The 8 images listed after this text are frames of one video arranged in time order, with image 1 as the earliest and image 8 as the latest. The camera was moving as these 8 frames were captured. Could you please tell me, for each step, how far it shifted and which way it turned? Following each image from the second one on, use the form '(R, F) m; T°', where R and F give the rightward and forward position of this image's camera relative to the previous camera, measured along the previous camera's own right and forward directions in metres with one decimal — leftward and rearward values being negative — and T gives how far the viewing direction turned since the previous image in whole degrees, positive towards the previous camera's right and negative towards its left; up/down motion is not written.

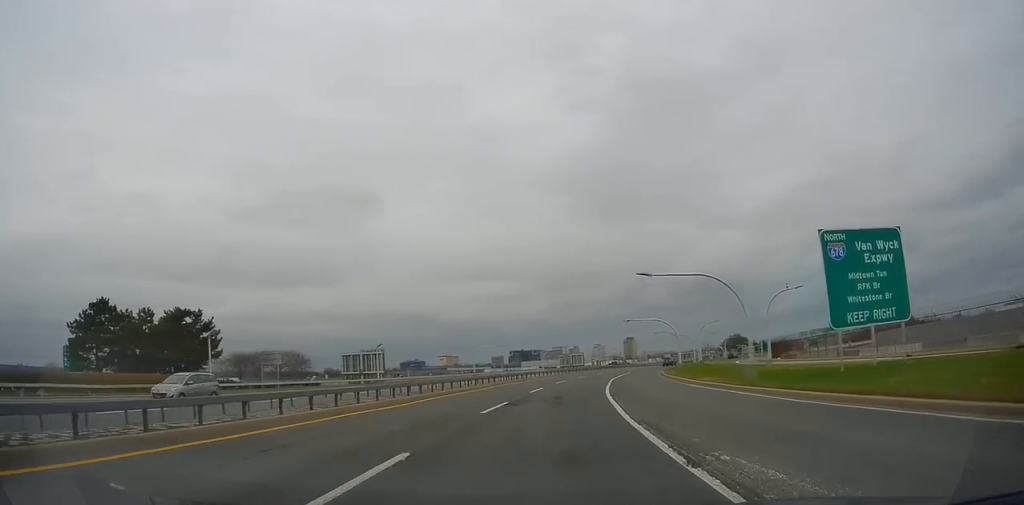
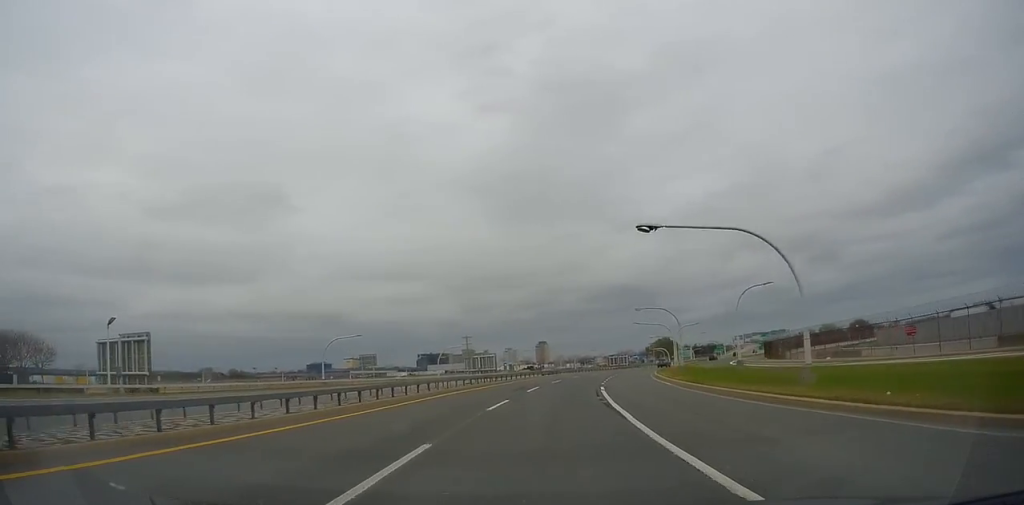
(+2.6, +35.1) m; +9°
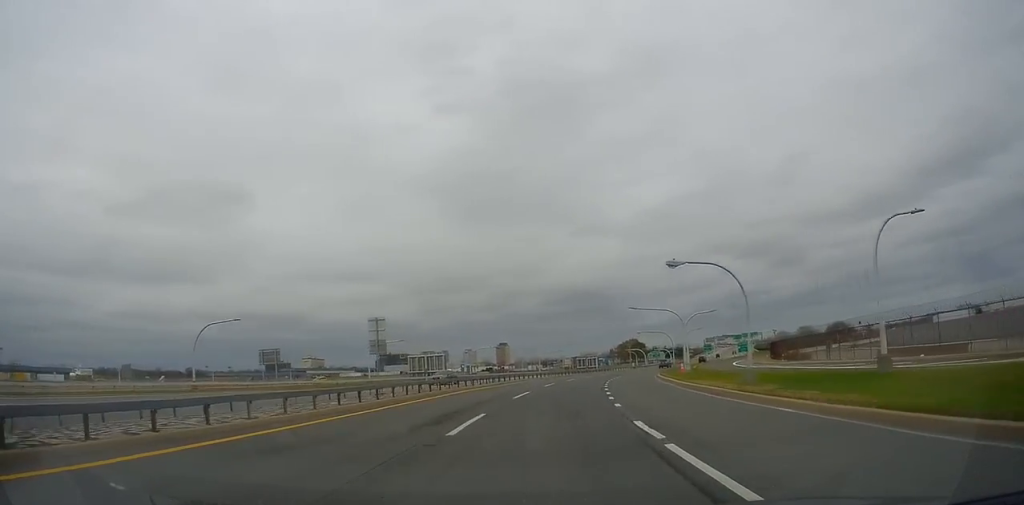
(+0.7, +17.9) m; +5°
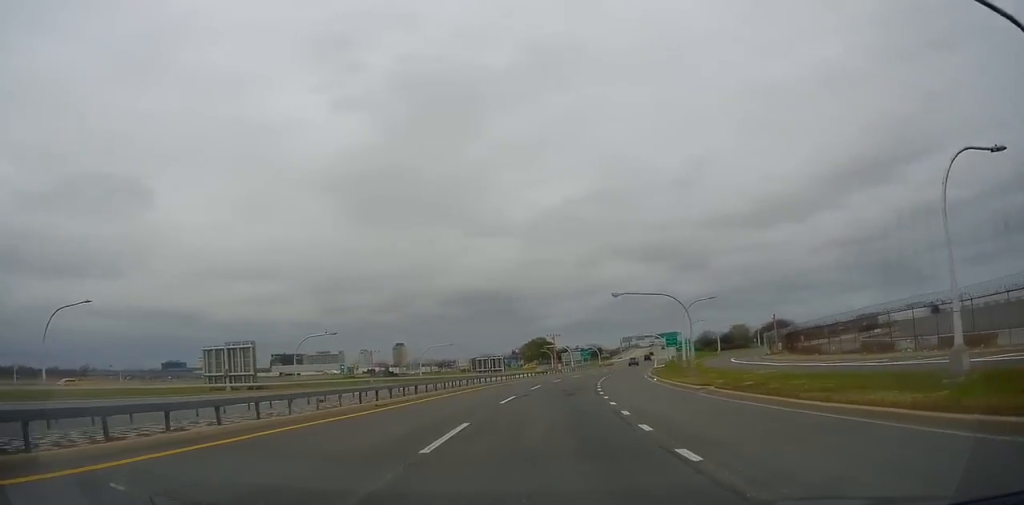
(+3.5, +38.3) m; +10°
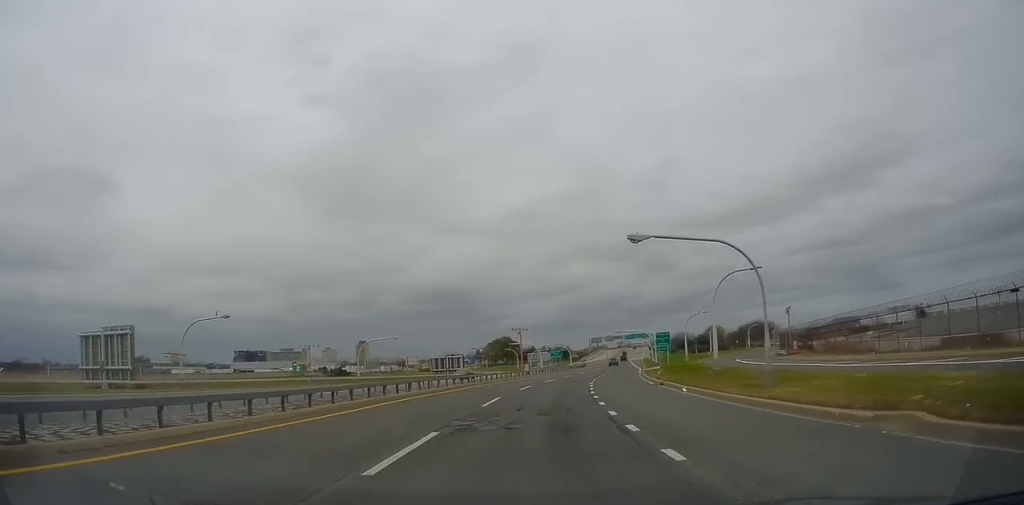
(+0.3, +14.6) m; +3°
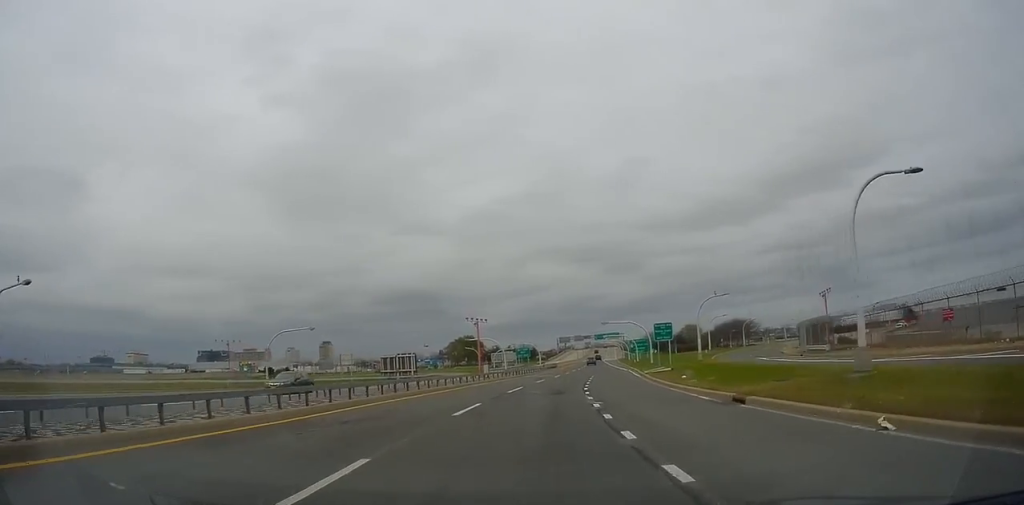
(+0.3, +16.2) m; +3°
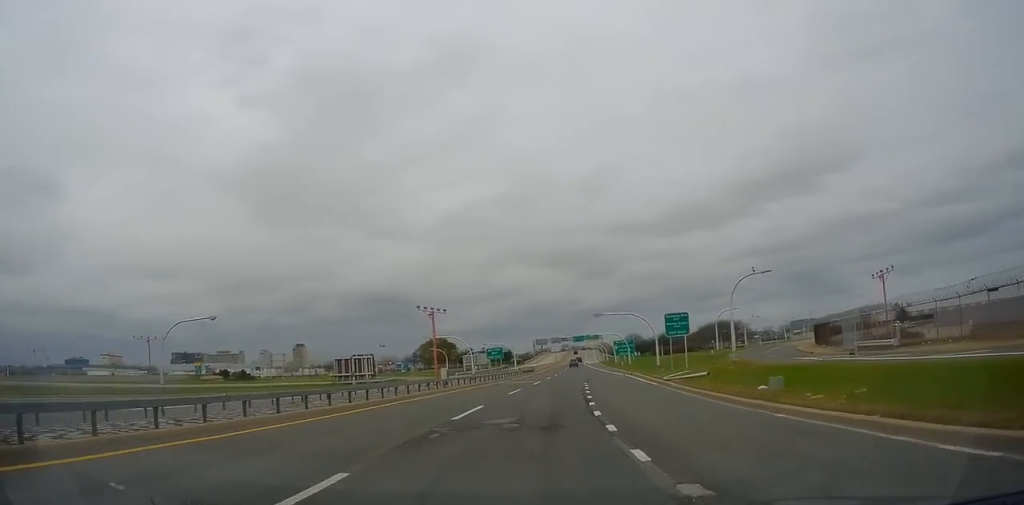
(+0.4, +12.9) m; +4°
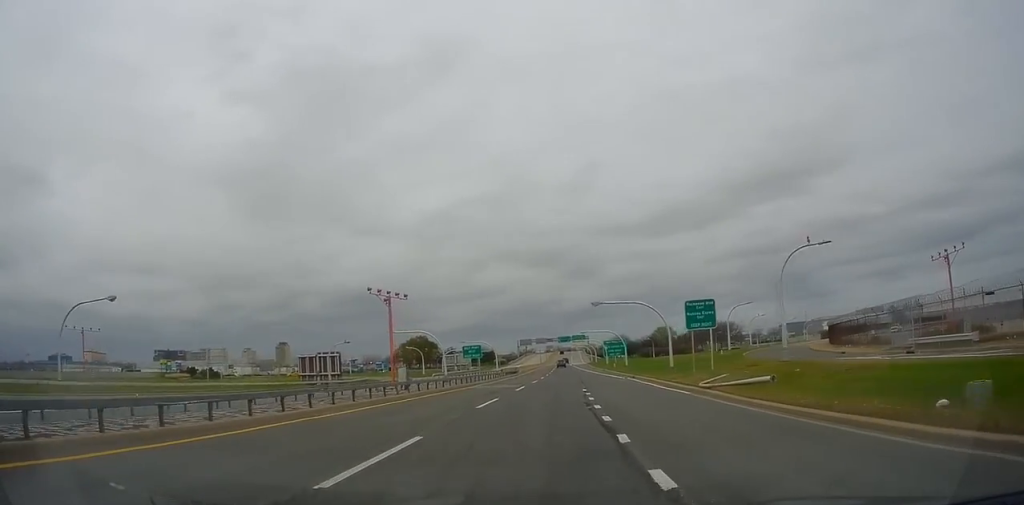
(-0.1, +8.9) m; +3°
